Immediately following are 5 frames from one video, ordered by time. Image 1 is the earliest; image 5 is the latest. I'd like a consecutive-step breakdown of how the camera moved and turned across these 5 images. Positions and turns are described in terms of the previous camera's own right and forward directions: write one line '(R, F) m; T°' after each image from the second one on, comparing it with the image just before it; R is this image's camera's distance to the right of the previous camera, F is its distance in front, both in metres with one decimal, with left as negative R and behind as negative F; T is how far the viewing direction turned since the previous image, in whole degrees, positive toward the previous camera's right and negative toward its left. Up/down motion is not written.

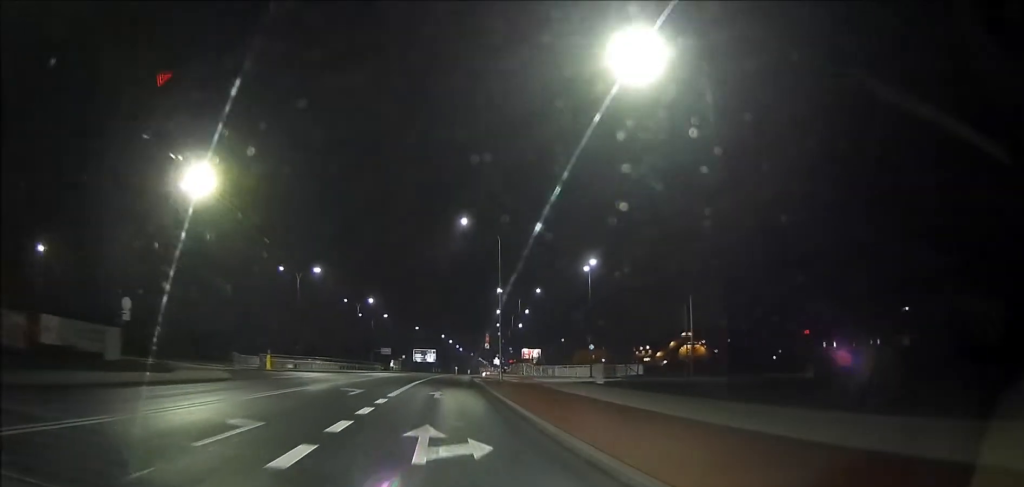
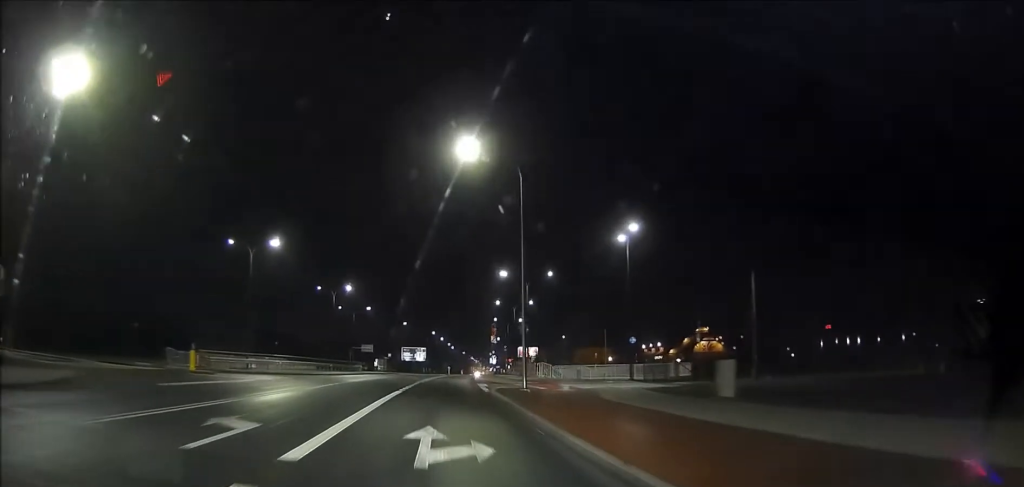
(0.0, +14.8) m; 0°
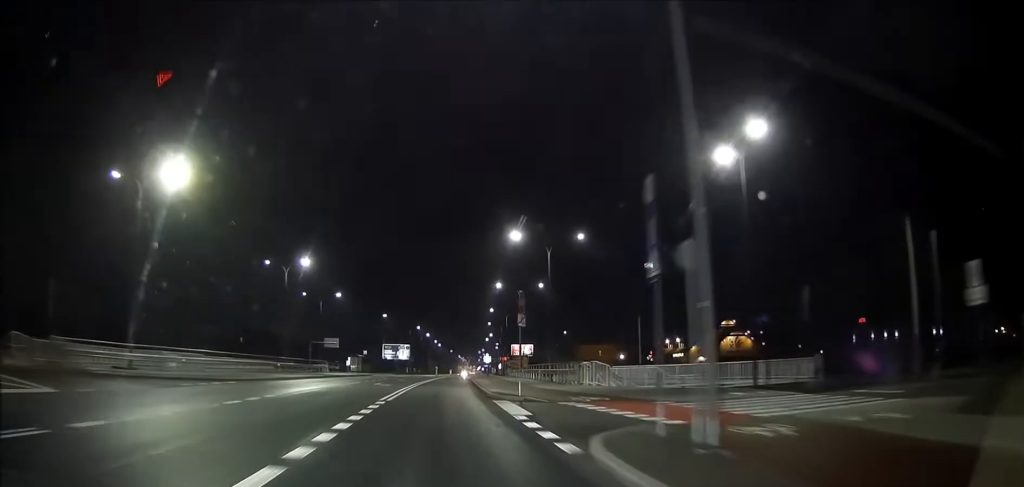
(0.0, +20.4) m; 0°
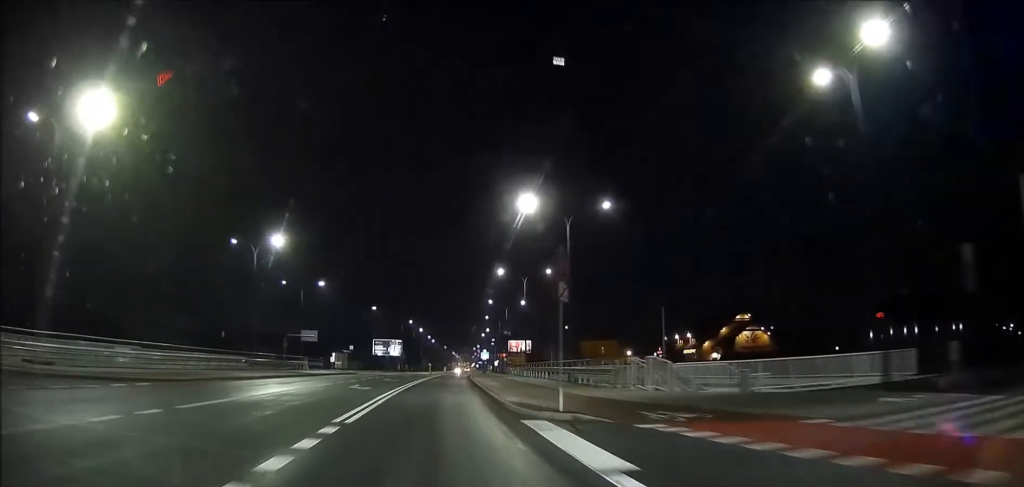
(0.0, +9.1) m; +1°
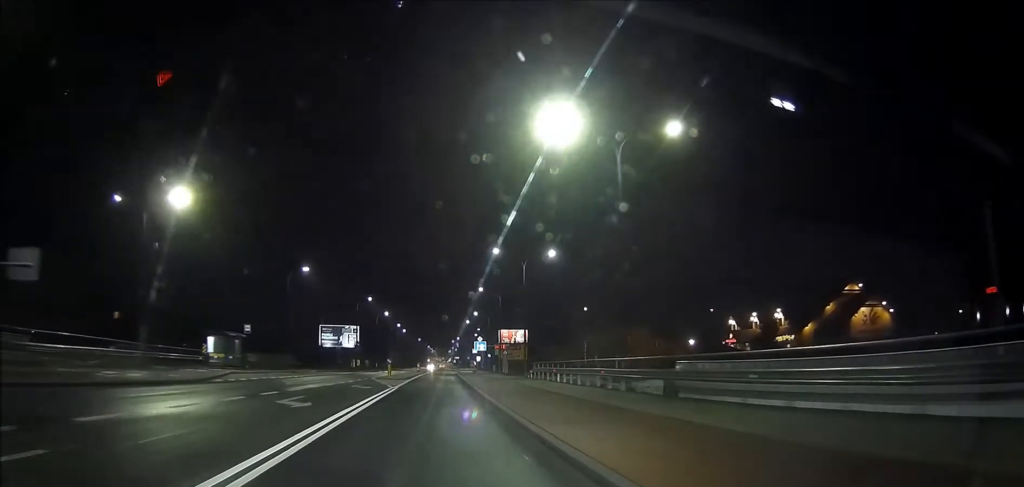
(+1.9, +39.5) m; +5°
